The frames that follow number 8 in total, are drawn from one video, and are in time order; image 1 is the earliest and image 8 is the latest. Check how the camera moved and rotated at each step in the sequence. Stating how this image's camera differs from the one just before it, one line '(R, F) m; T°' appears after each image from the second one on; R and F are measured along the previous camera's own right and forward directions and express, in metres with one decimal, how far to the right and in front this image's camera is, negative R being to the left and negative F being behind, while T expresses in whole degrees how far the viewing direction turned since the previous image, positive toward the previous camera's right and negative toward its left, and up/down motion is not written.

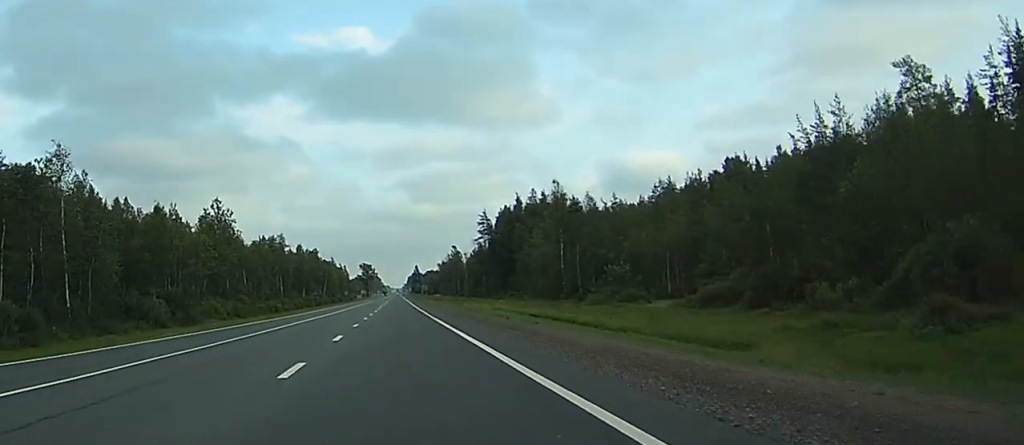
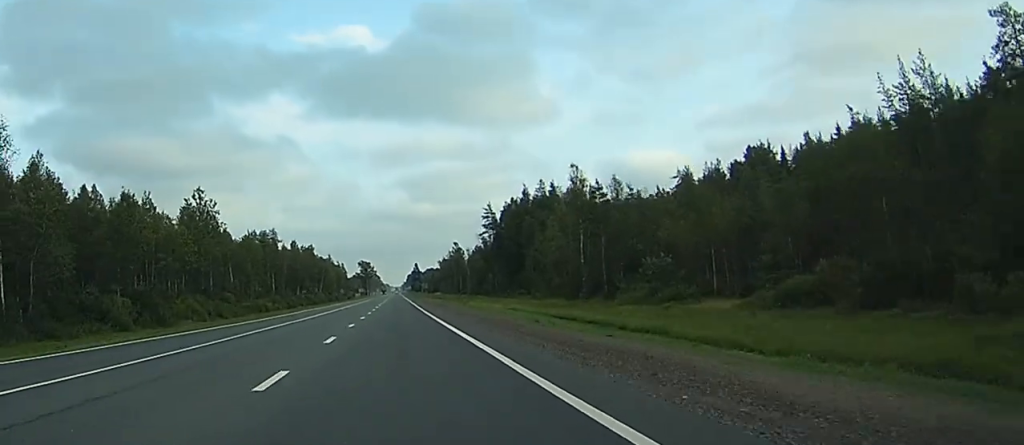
(+0.1, +14.1) m; 0°
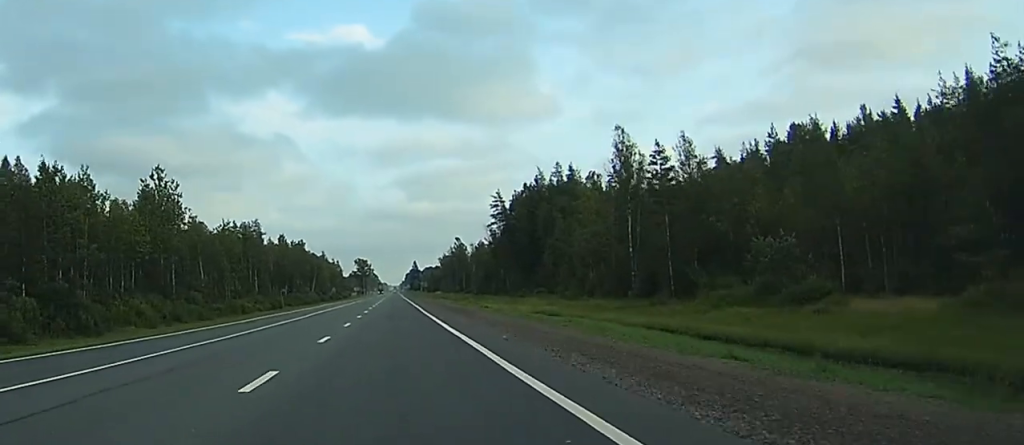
(+0.1, +24.5) m; 0°
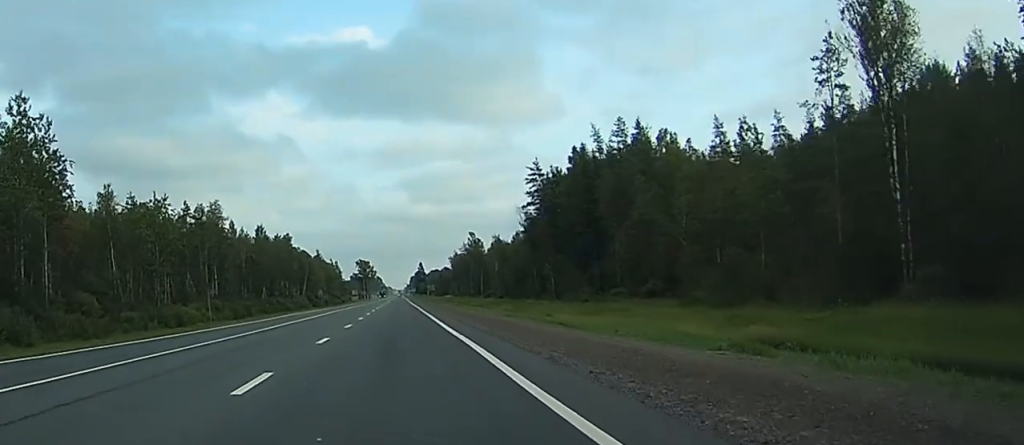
(-0.2, +49.2) m; -1°
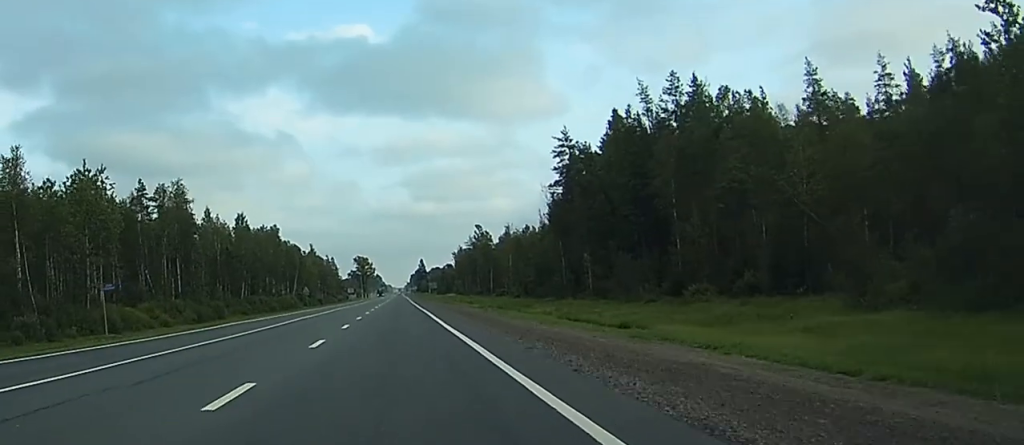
(-0.1, +26.6) m; 0°
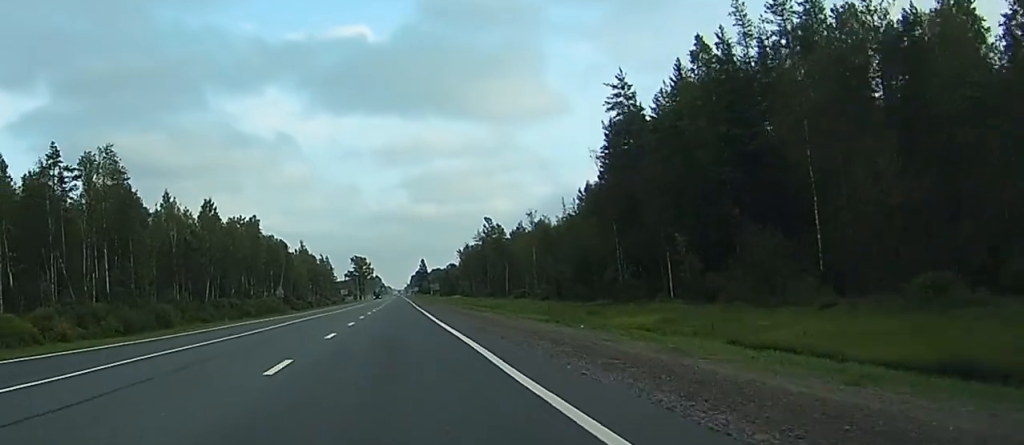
(0.0, +32.3) m; 0°
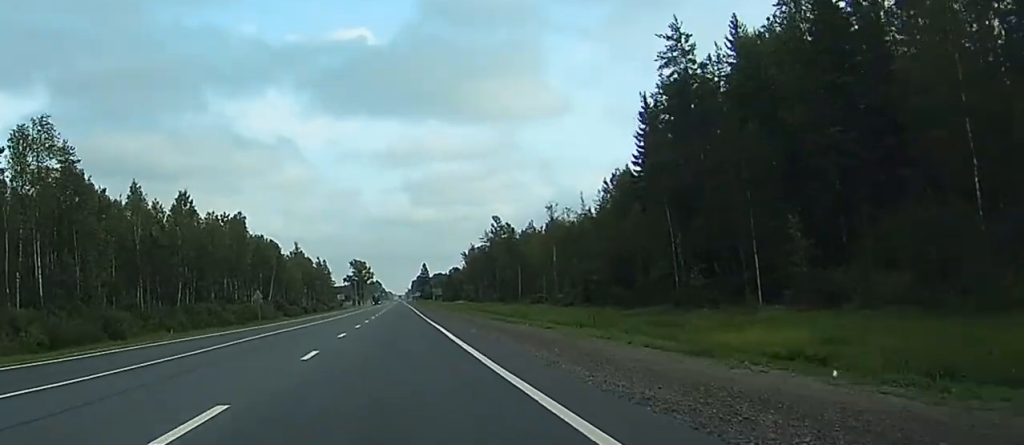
(+0.1, +19.0) m; 0°
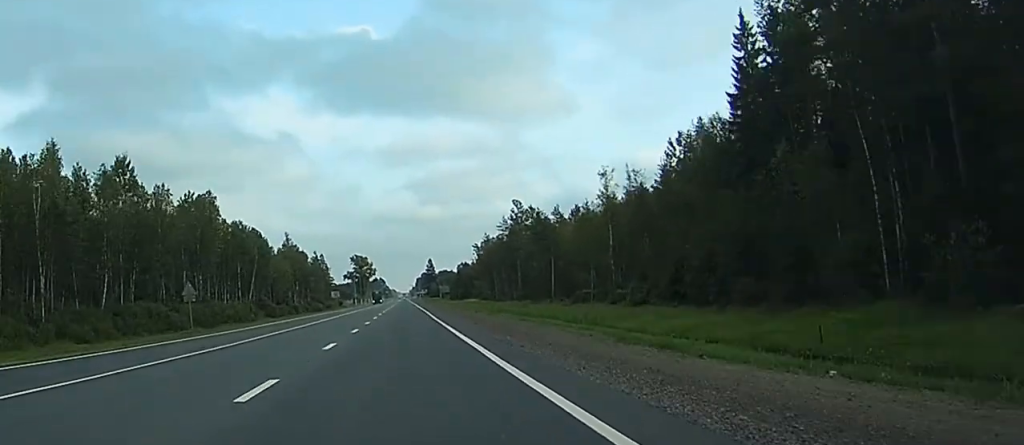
(-0.2, +33.0) m; -1°
